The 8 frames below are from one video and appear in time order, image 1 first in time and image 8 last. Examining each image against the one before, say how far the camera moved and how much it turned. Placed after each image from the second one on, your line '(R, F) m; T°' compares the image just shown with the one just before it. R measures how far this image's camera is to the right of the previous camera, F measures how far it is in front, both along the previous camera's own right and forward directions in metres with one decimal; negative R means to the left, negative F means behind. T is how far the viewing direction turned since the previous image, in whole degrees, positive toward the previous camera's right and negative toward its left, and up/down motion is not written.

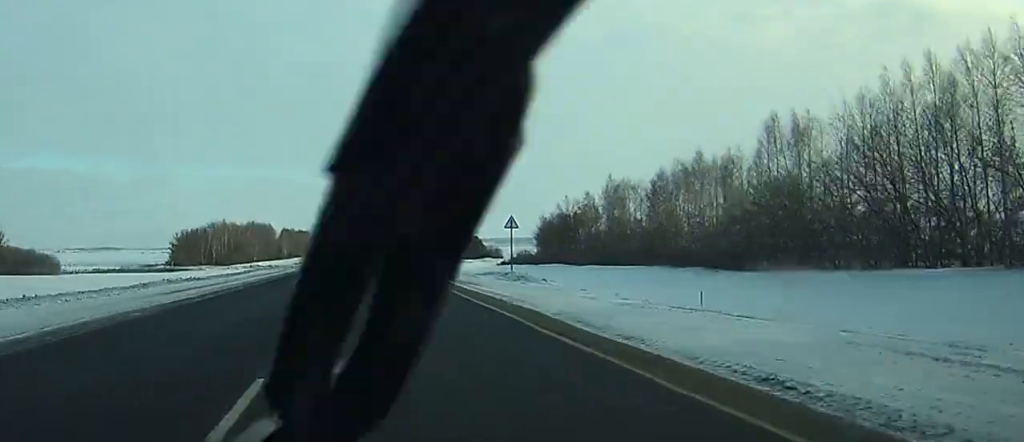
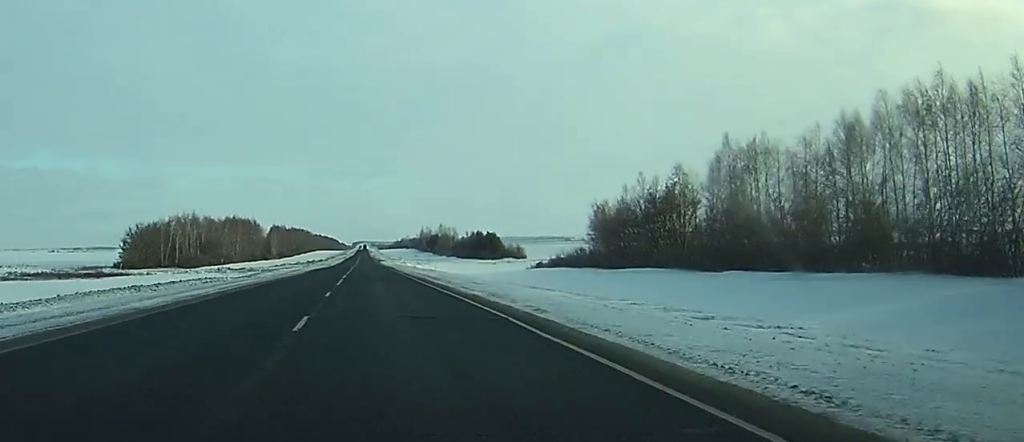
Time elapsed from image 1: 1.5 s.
(-0.1, +51.6) m; 0°
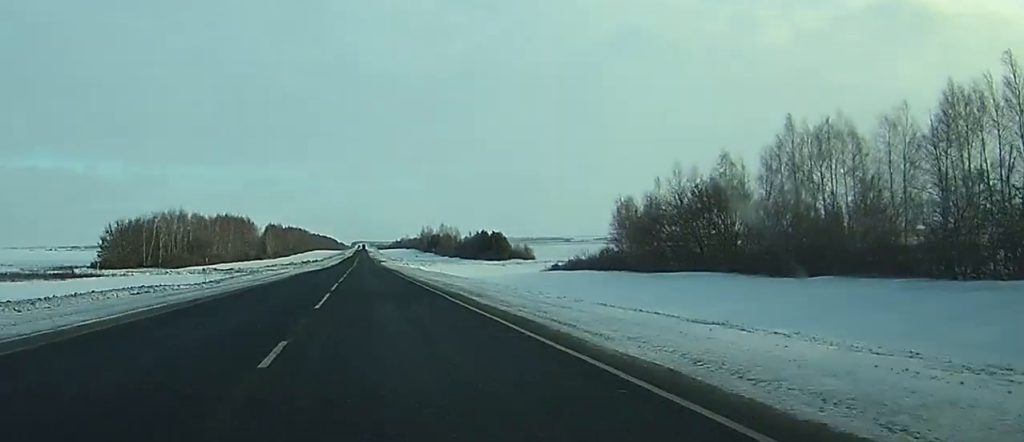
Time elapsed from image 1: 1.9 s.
(0.0, +16.4) m; 0°
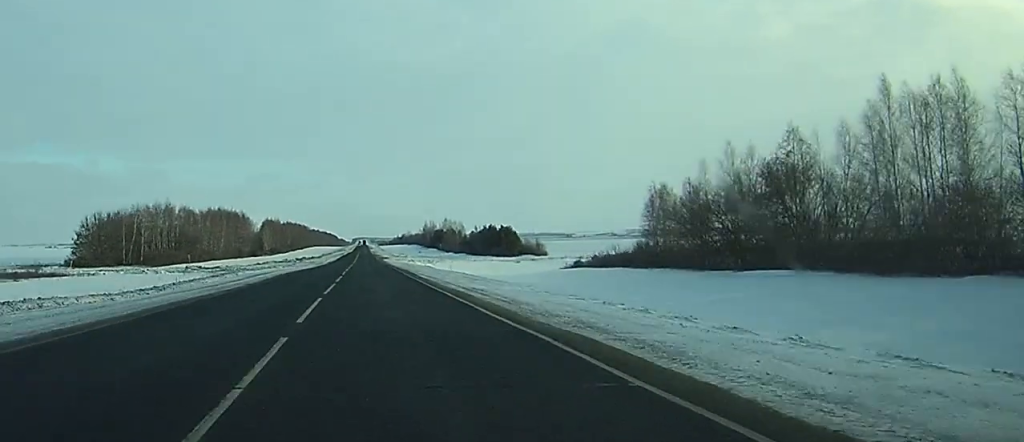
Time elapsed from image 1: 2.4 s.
(0.0, +17.6) m; 0°
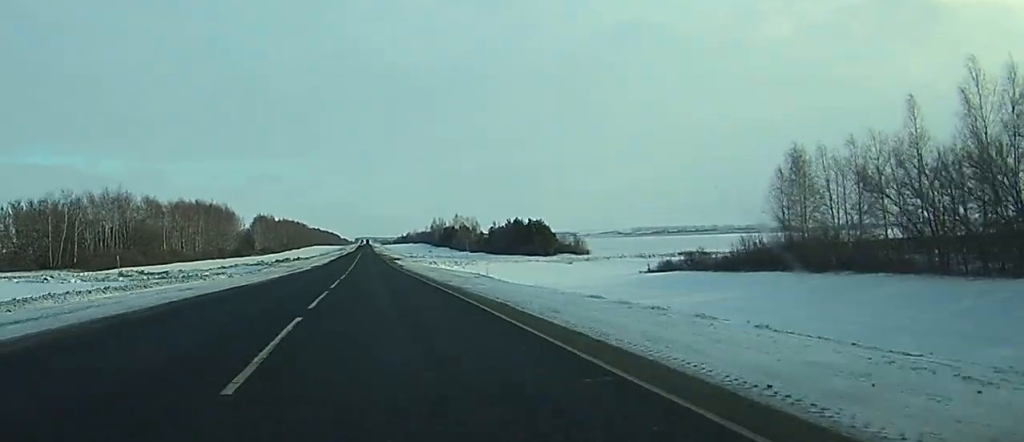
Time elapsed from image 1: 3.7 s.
(0.0, +44.5) m; 0°
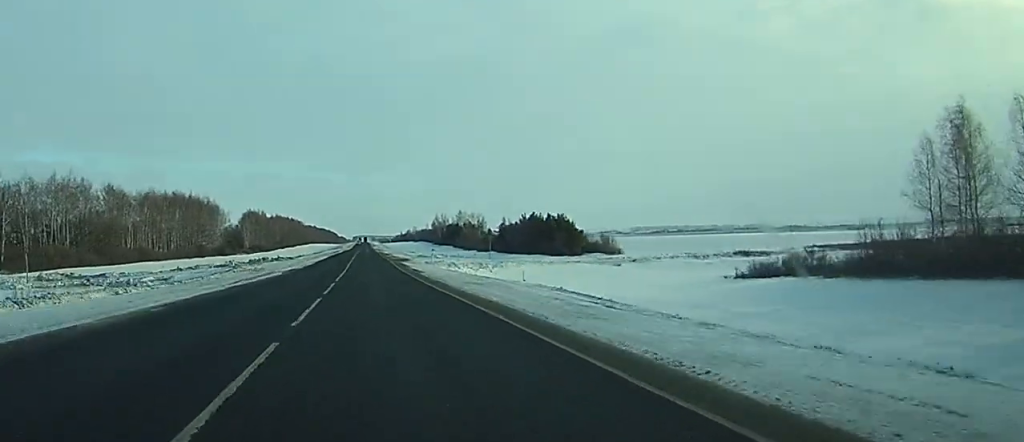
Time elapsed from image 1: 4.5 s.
(-0.1, +28.2) m; 0°
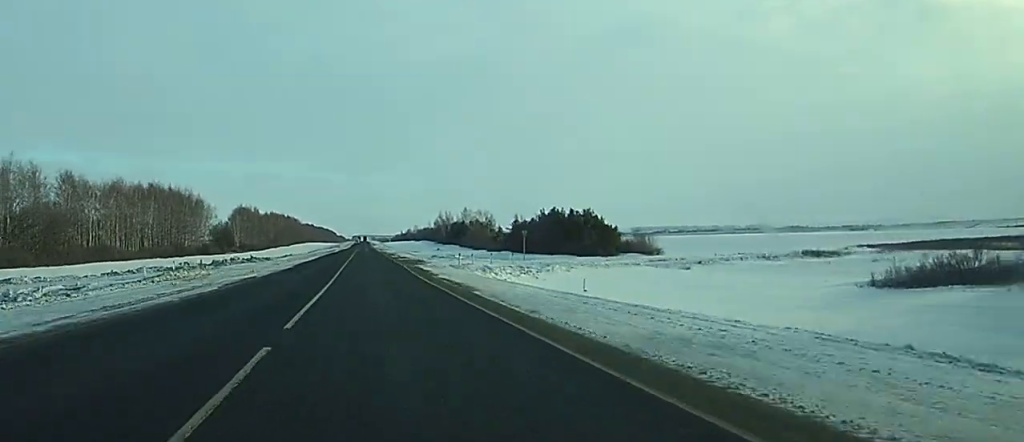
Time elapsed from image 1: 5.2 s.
(0.0, +24.7) m; 0°
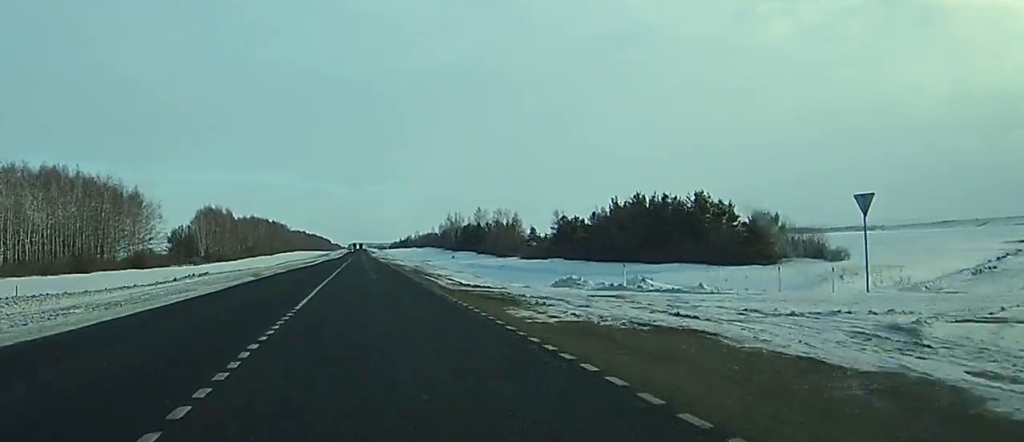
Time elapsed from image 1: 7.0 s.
(+0.2, +63.5) m; 0°
